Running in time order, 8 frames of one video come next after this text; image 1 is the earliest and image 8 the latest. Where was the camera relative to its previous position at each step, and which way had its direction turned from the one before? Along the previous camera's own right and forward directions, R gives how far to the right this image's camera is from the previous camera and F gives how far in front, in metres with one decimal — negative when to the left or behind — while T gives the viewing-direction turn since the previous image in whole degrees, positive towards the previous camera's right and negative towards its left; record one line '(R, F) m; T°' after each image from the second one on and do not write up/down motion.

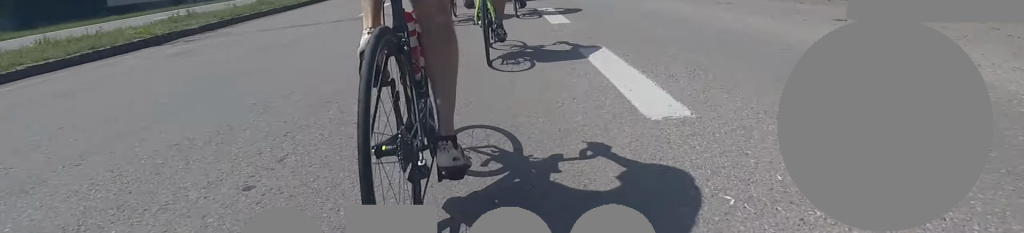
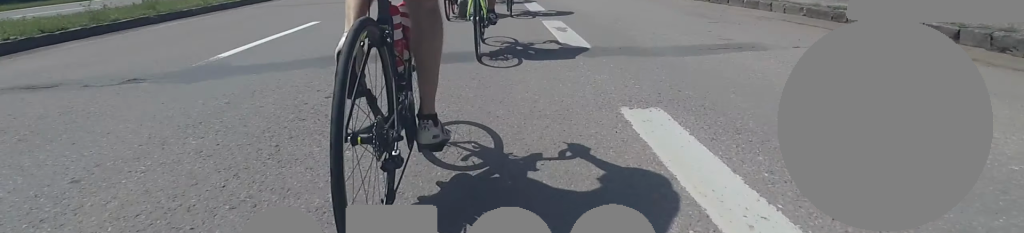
(-0.1, +5.9) m; -1°
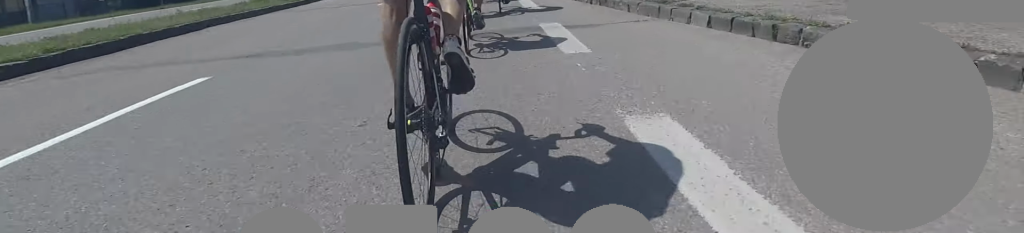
(-0.1, +16.6) m; 0°
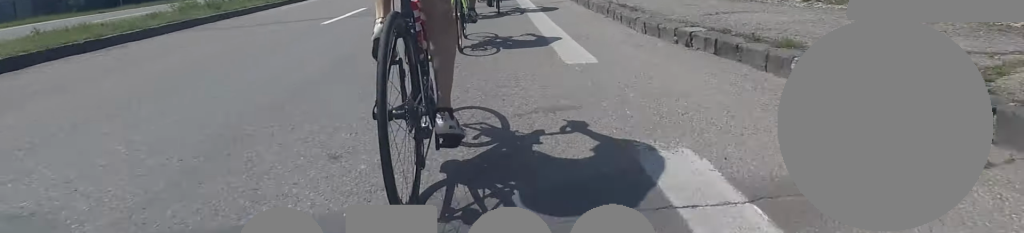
(0.0, +4.6) m; +1°
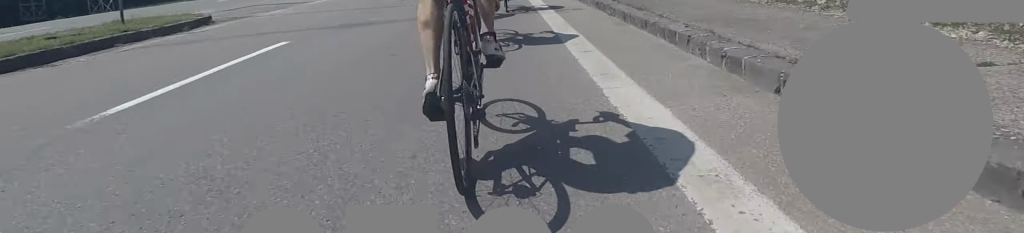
(+0.2, +17.2) m; 0°
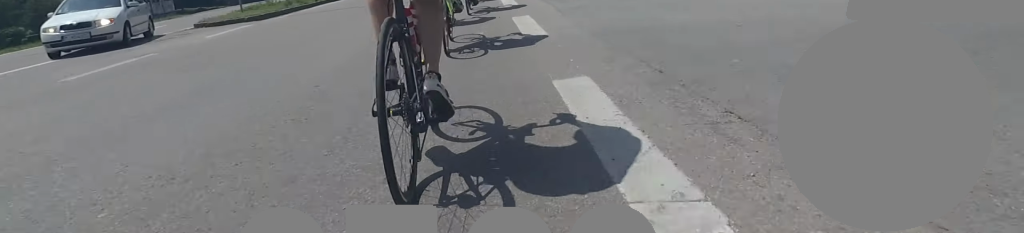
(-0.3, +16.7) m; -1°
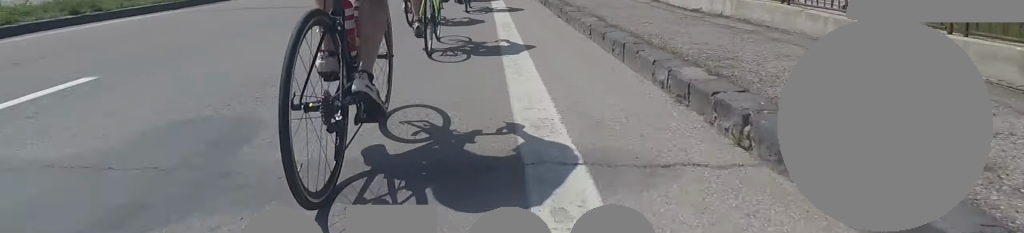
(0.0, +13.2) m; +4°
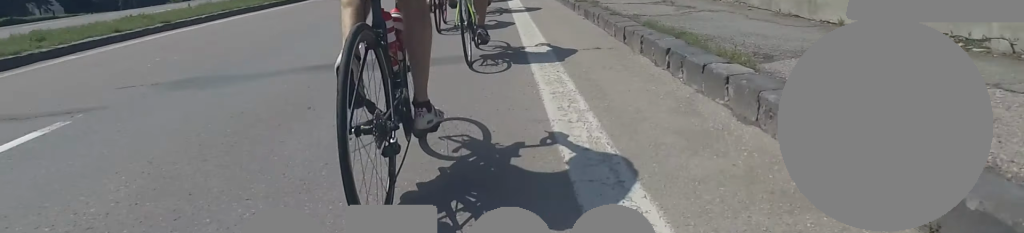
(+0.7, +10.7) m; +1°
